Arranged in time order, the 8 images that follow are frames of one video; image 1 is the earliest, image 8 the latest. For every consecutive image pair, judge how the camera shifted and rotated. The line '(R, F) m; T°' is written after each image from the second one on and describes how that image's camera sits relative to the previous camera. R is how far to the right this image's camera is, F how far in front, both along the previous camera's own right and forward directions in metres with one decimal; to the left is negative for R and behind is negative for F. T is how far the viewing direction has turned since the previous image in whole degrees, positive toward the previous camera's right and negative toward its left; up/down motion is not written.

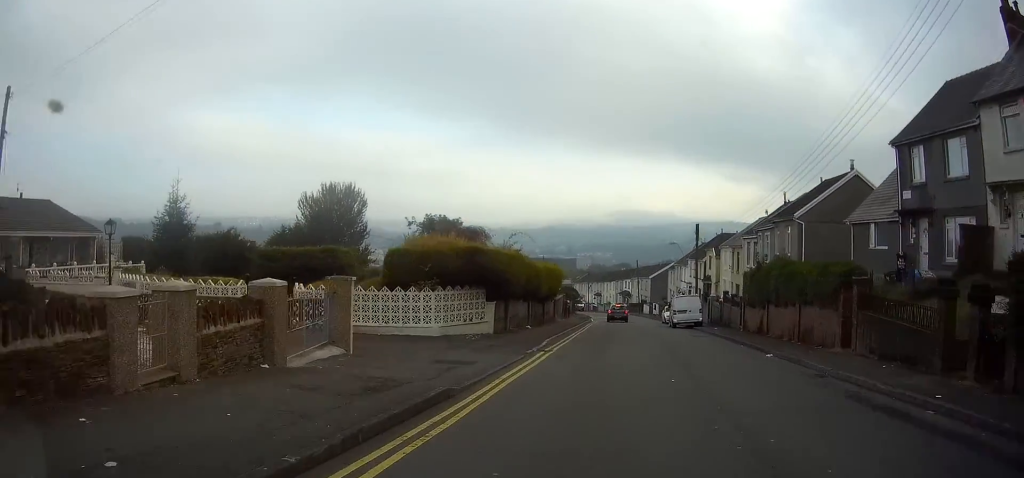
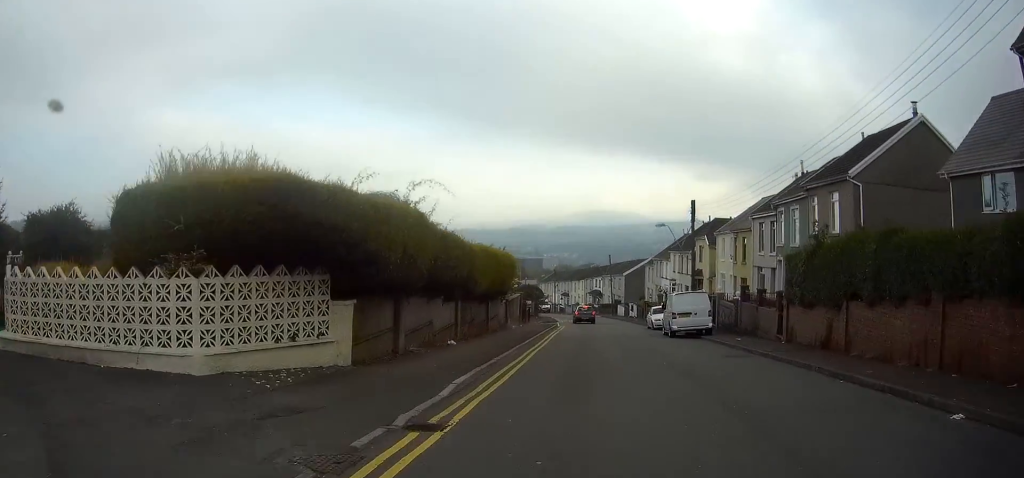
(+0.4, +11.7) m; +3°
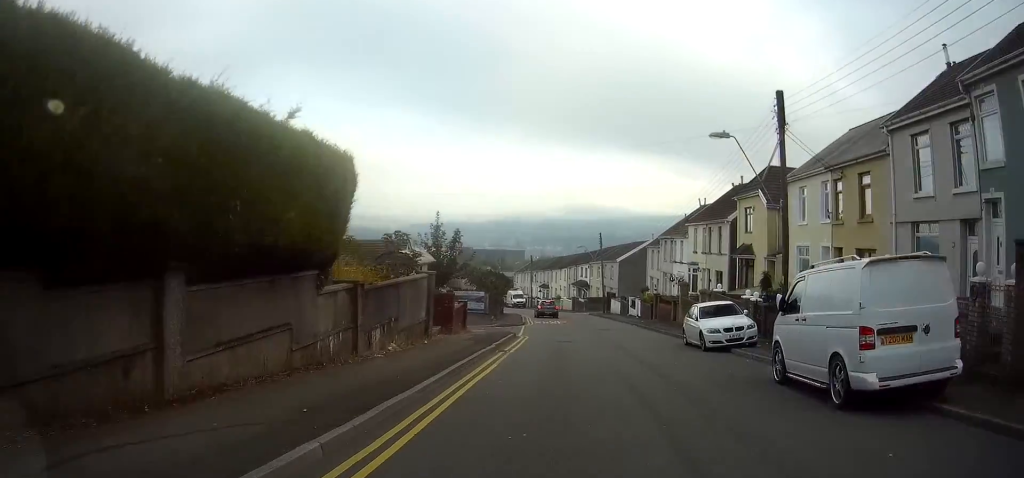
(+0.3, +21.3) m; 0°
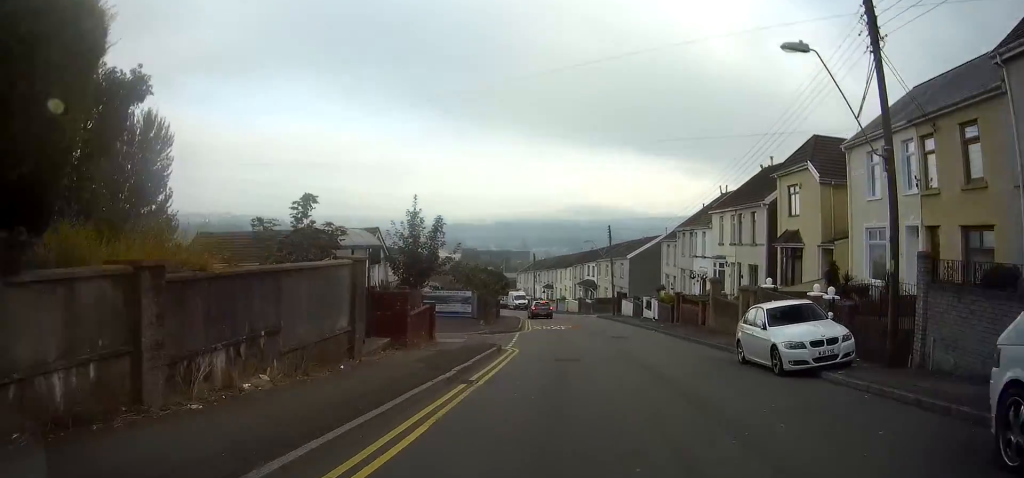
(0.0, +7.2) m; 0°
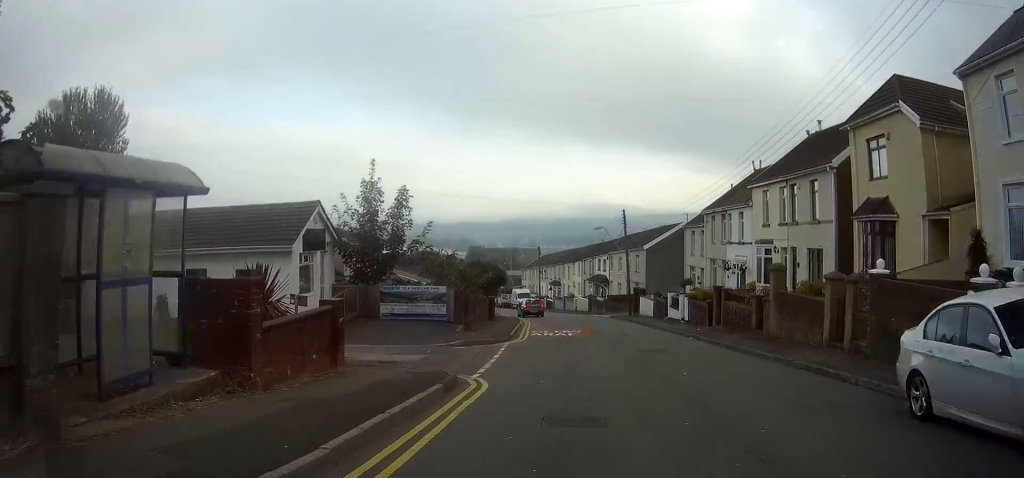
(0.0, +8.6) m; 0°
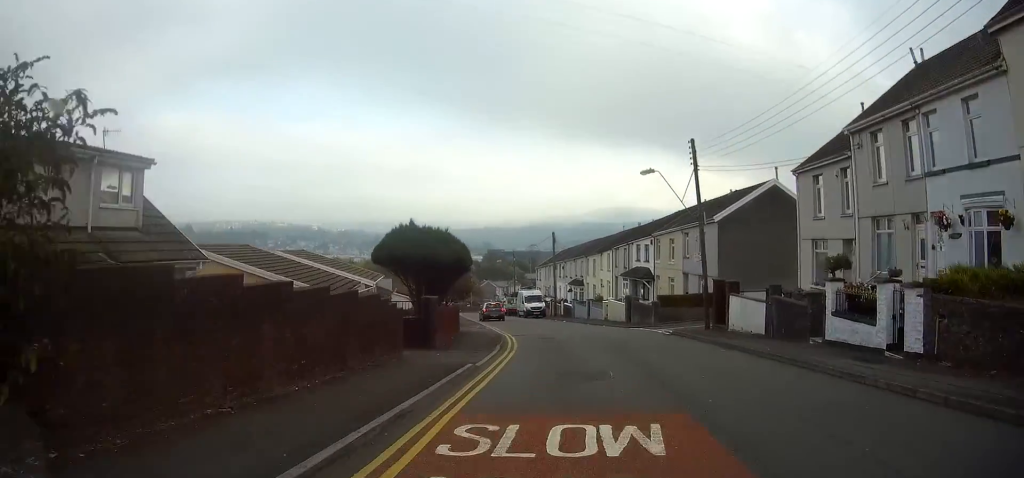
(-0.3, +23.0) m; -2°
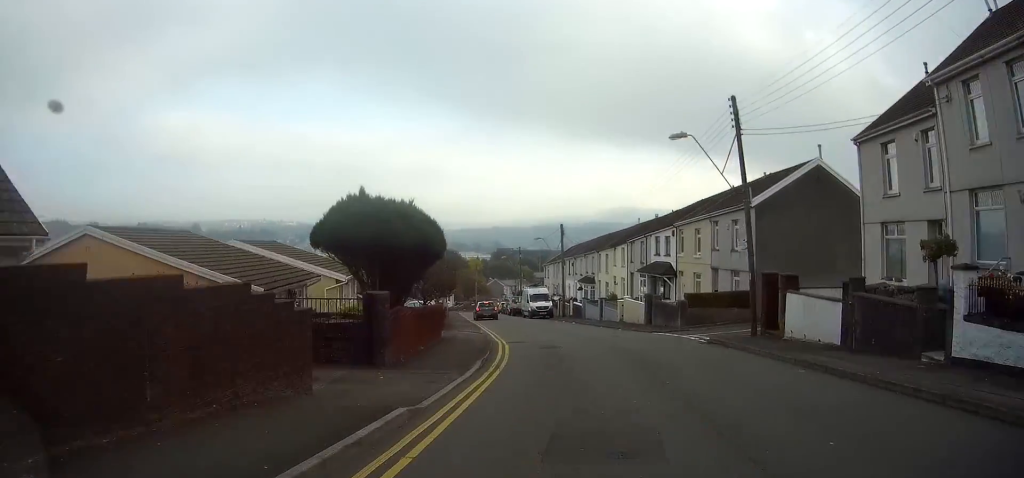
(0.0, +6.2) m; -1°
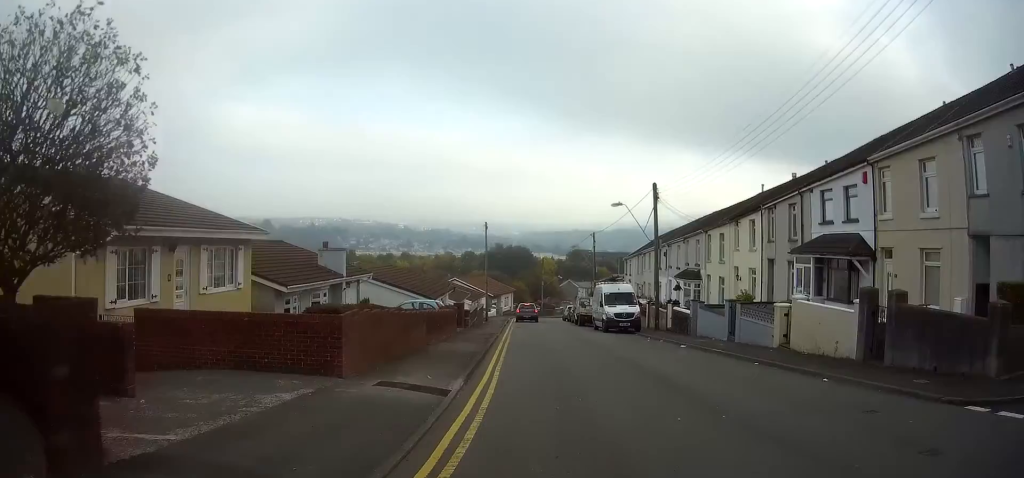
(-0.9, +21.0) m; -5°
